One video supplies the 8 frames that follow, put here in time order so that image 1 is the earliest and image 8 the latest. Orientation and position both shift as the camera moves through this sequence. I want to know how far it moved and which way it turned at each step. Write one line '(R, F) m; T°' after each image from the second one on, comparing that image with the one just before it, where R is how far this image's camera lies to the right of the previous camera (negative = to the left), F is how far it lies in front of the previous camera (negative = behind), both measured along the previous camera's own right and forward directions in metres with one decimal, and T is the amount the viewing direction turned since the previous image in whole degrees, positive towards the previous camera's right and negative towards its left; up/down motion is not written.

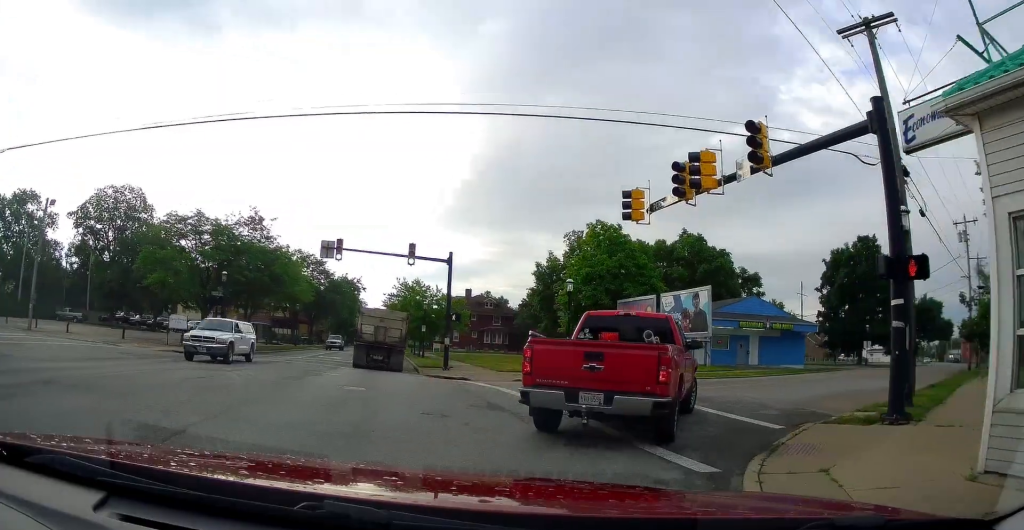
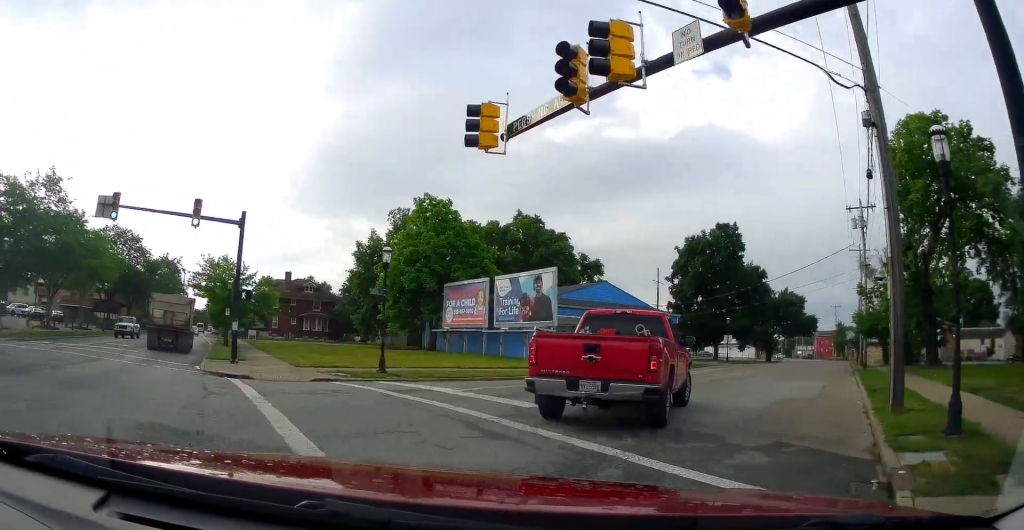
(+0.8, +6.7) m; +17°
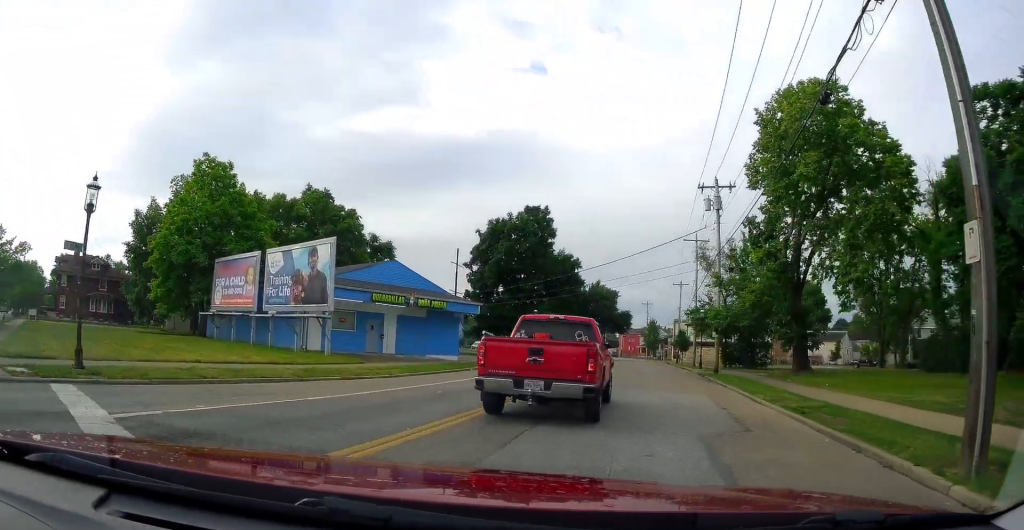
(+1.2, +7.2) m; +20°
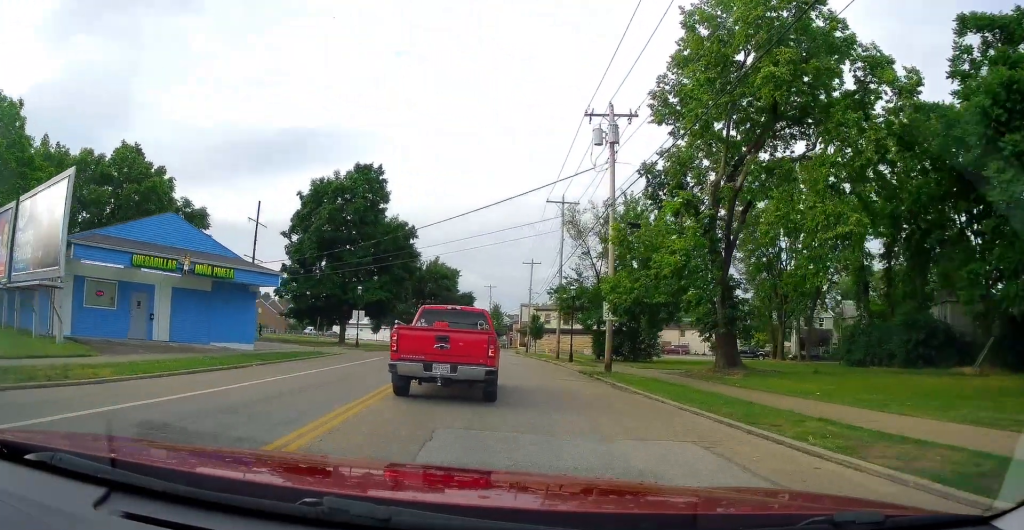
(+1.9, +10.2) m; +14°
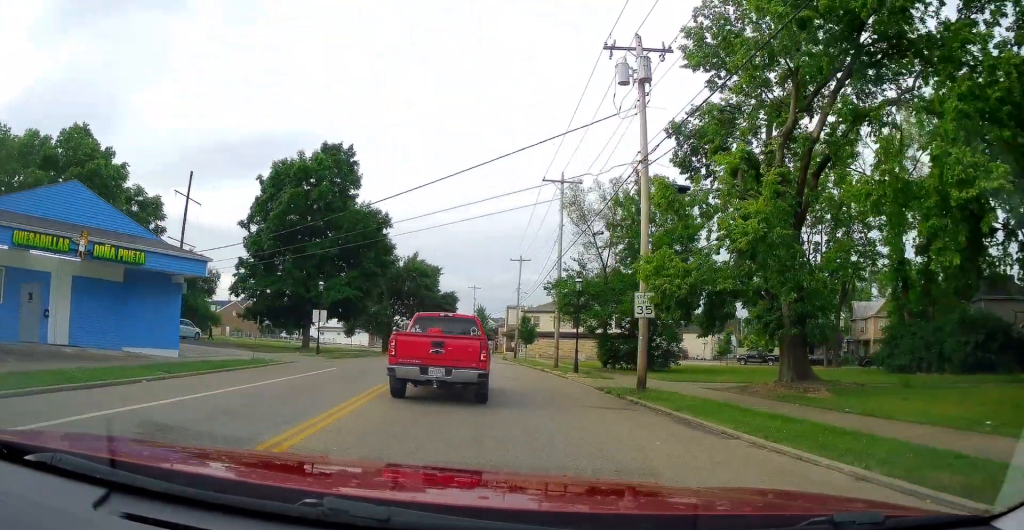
(-0.2, +7.1) m; +1°
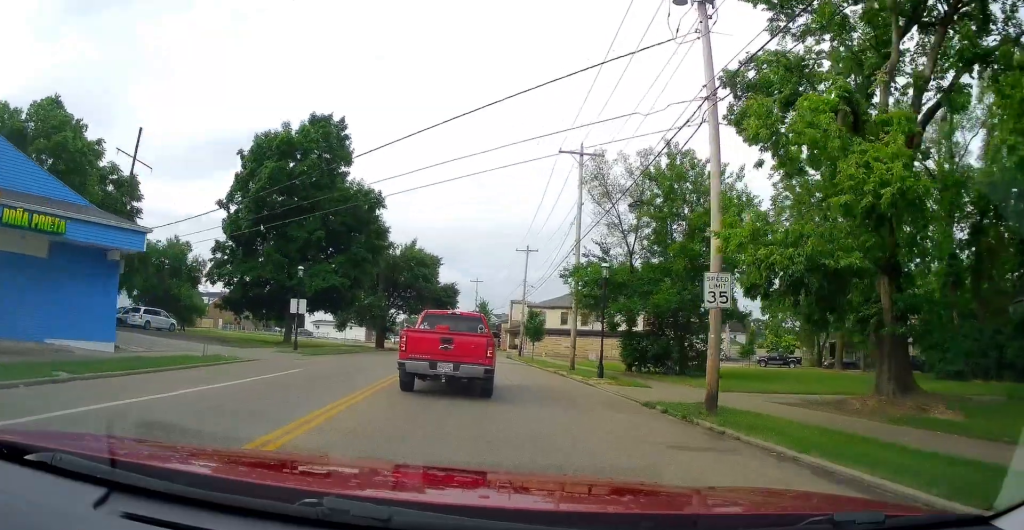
(+0.2, +5.2) m; -1°
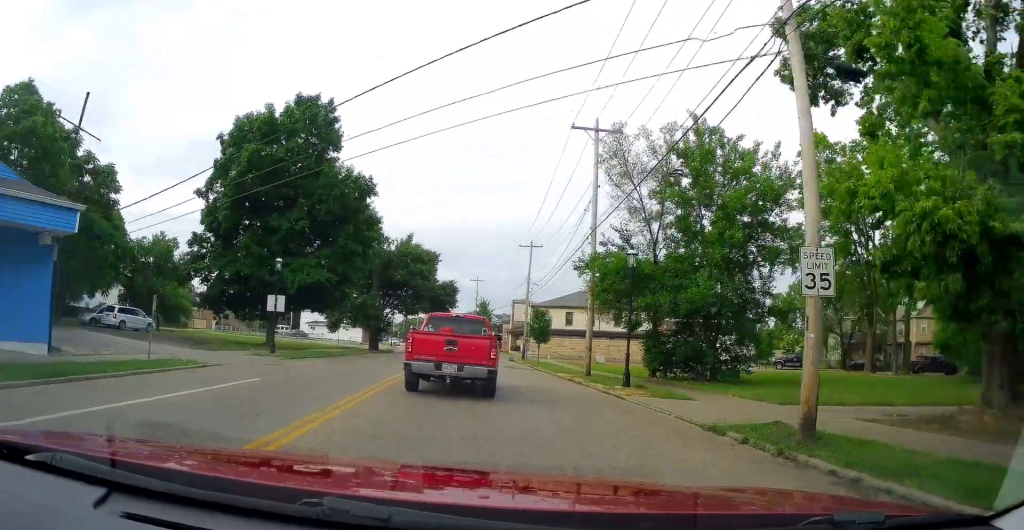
(+0.2, +3.8) m; -1°
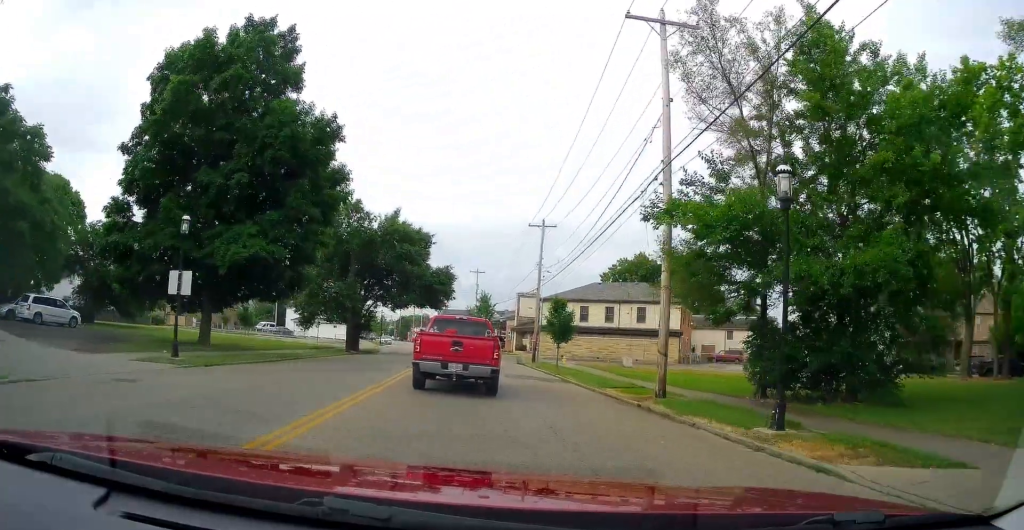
(-0.5, +9.8) m; +1°
